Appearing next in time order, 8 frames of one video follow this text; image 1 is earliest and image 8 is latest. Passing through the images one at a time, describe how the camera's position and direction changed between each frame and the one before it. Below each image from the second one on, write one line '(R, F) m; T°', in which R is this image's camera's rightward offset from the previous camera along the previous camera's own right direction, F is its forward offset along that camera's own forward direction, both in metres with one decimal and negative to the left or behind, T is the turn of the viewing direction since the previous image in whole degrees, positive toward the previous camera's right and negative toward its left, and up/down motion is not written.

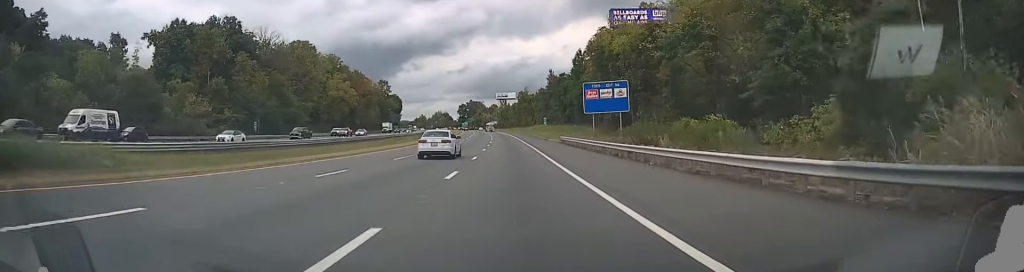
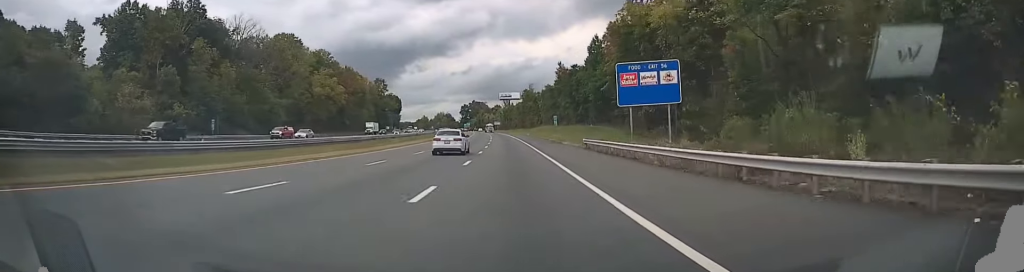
(0.0, +16.6) m; 0°
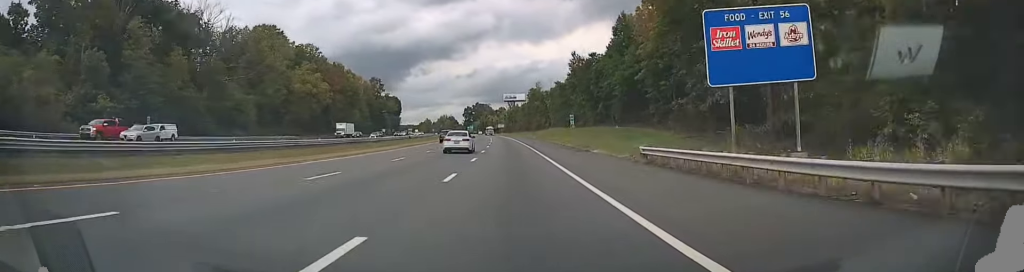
(0.0, +18.5) m; -1°
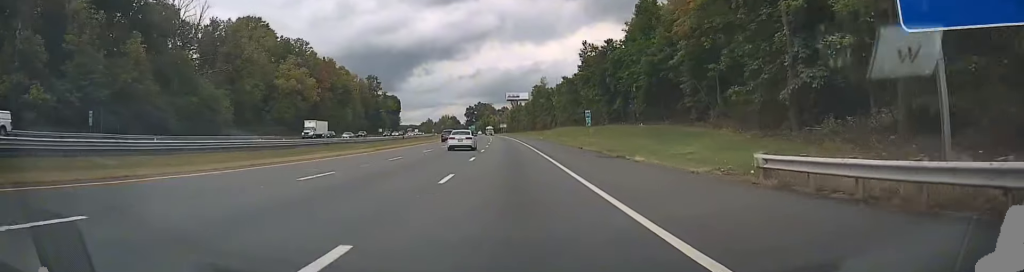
(-0.1, +13.0) m; -1°
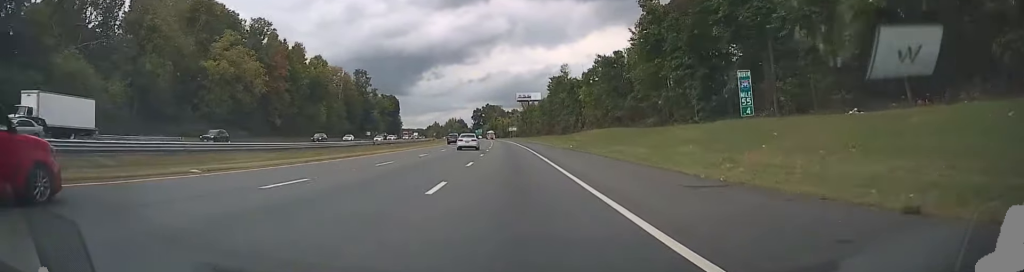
(-0.6, +41.4) m; -1°
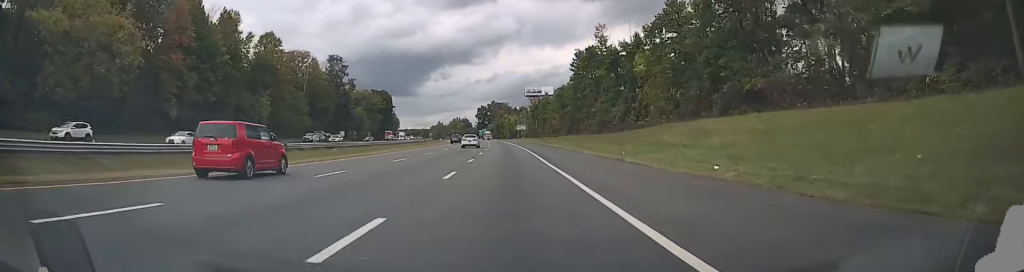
(-0.1, +41.0) m; -1°
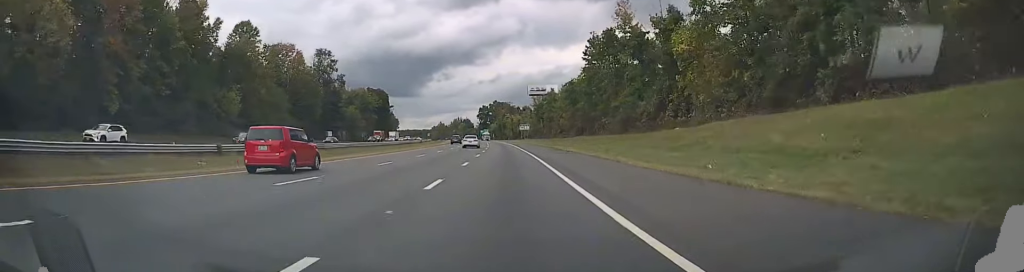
(0.0, +14.0) m; 0°
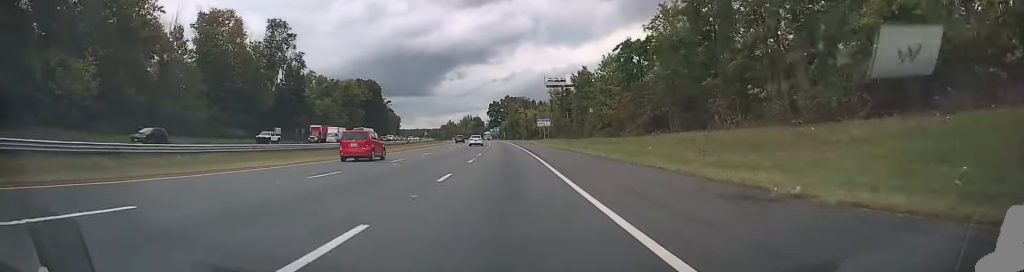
(-0.4, +46.0) m; -1°
